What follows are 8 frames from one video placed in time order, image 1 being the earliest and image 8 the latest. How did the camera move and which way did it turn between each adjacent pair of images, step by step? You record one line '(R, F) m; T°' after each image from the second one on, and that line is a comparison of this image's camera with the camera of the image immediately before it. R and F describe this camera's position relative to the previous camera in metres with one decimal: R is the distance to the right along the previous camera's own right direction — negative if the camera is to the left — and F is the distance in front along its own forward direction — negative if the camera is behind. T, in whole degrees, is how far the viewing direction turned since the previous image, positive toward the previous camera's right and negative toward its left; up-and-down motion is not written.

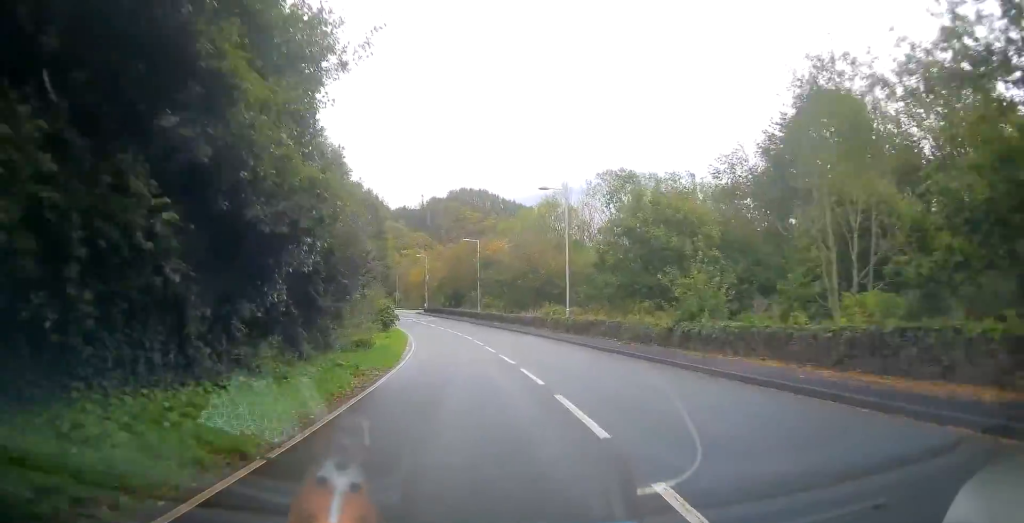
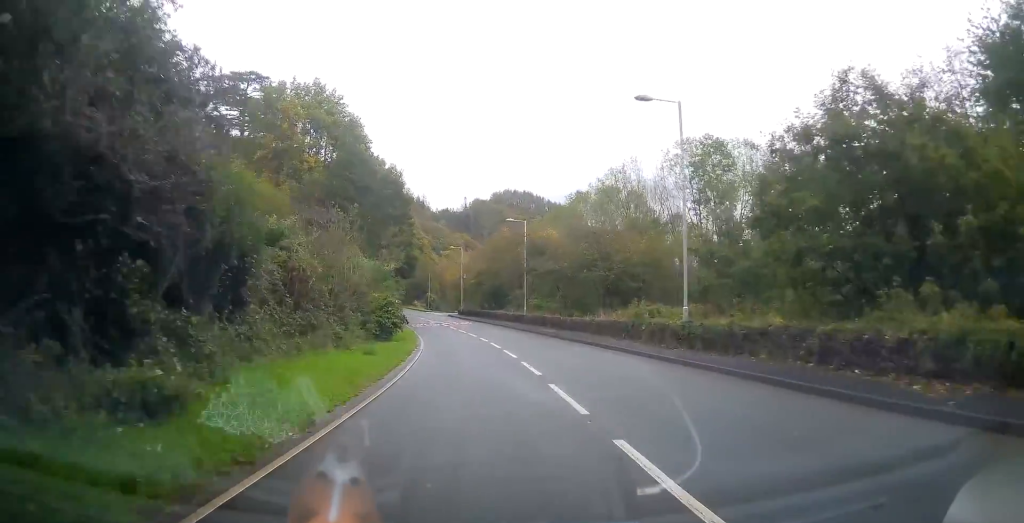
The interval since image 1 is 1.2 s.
(-1.0, +15.4) m; -7°
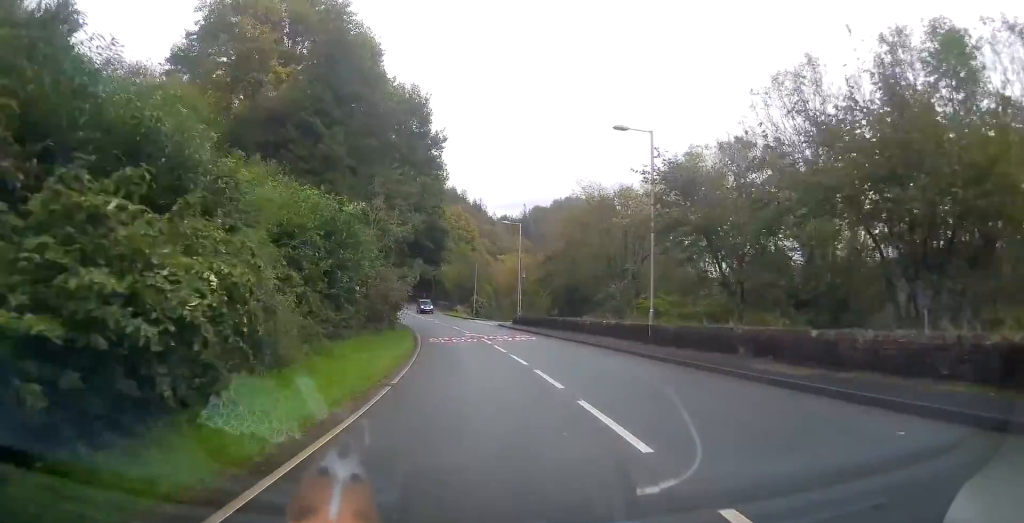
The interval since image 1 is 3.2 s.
(-1.2, +26.5) m; -3°
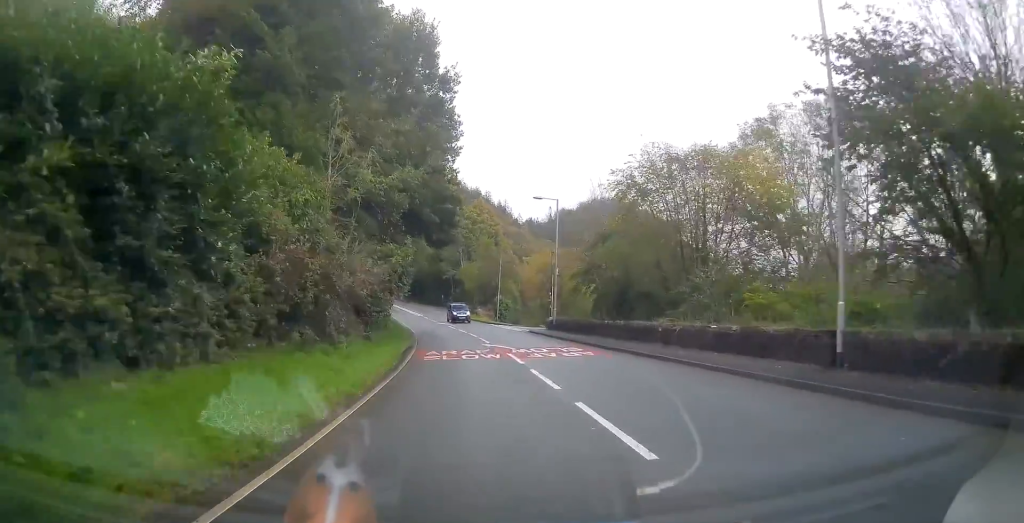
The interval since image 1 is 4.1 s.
(0.0, +12.1) m; -4°
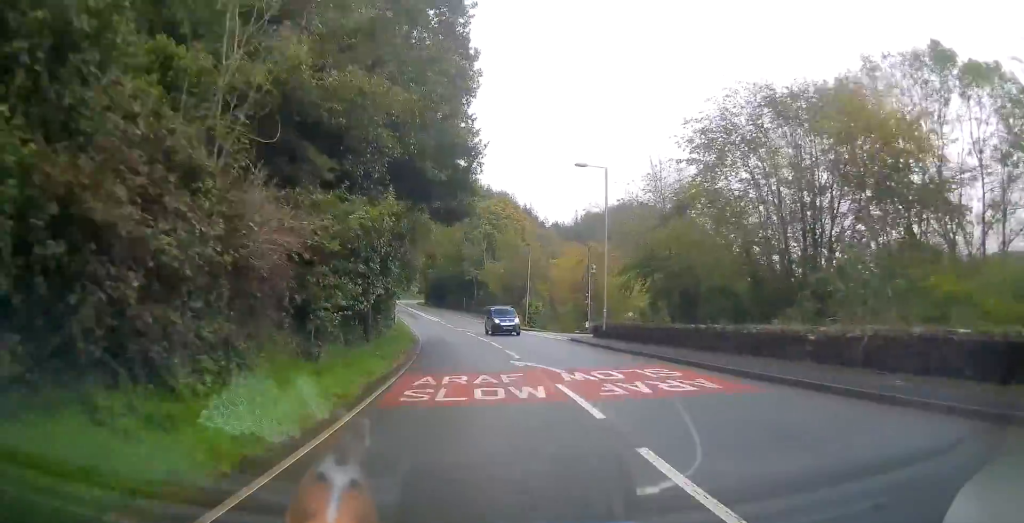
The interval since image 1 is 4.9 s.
(-0.5, +9.4) m; -3°
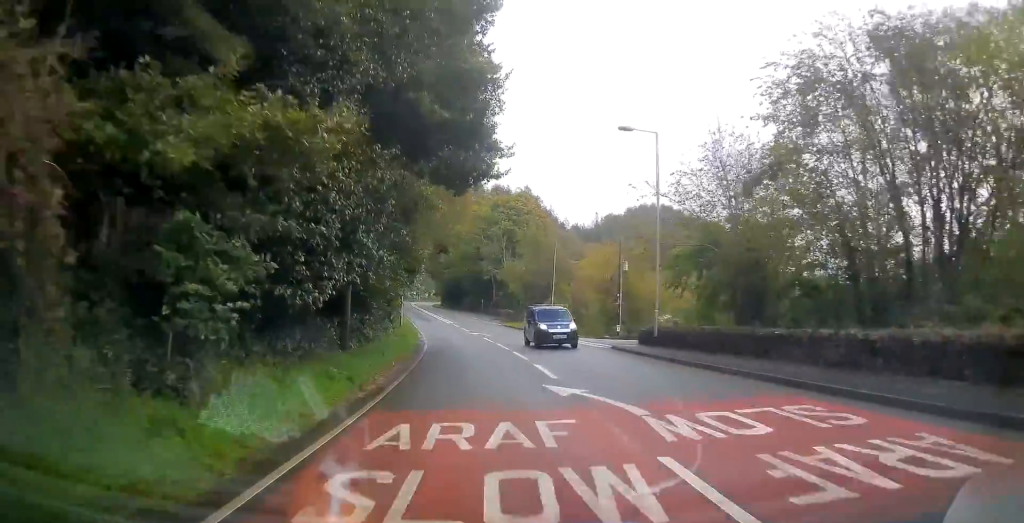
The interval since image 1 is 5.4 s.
(-0.2, +6.4) m; -2°
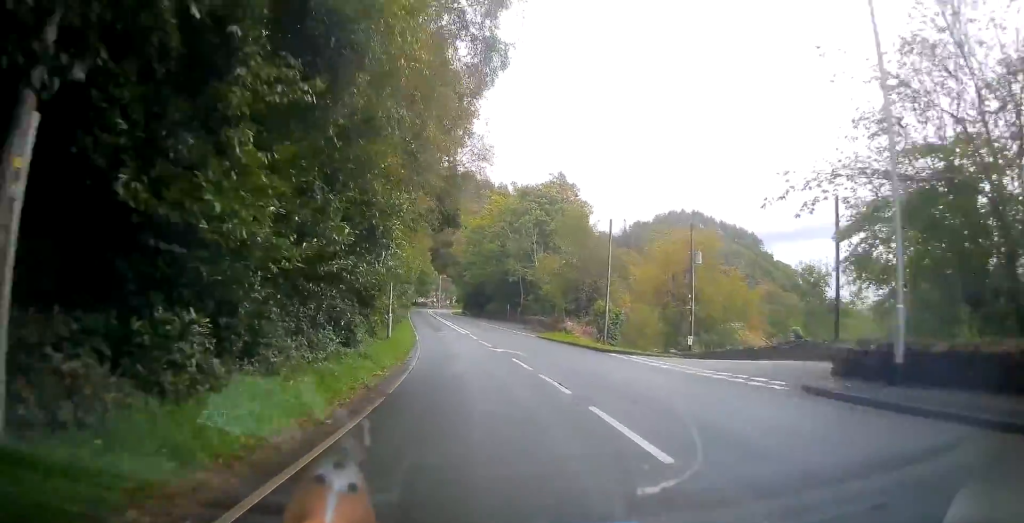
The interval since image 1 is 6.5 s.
(-0.1, +13.9) m; -1°
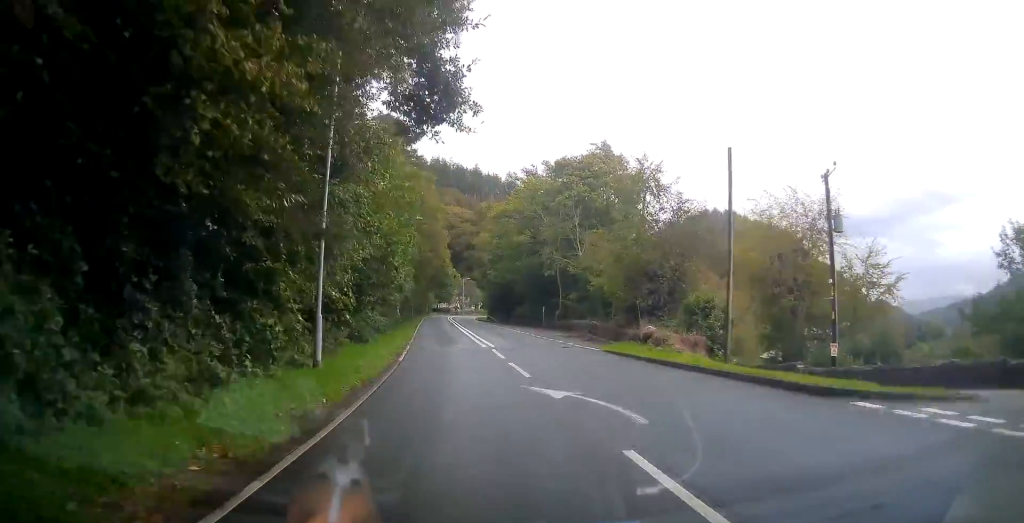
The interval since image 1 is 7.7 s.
(-0.1, +15.2) m; -1°
